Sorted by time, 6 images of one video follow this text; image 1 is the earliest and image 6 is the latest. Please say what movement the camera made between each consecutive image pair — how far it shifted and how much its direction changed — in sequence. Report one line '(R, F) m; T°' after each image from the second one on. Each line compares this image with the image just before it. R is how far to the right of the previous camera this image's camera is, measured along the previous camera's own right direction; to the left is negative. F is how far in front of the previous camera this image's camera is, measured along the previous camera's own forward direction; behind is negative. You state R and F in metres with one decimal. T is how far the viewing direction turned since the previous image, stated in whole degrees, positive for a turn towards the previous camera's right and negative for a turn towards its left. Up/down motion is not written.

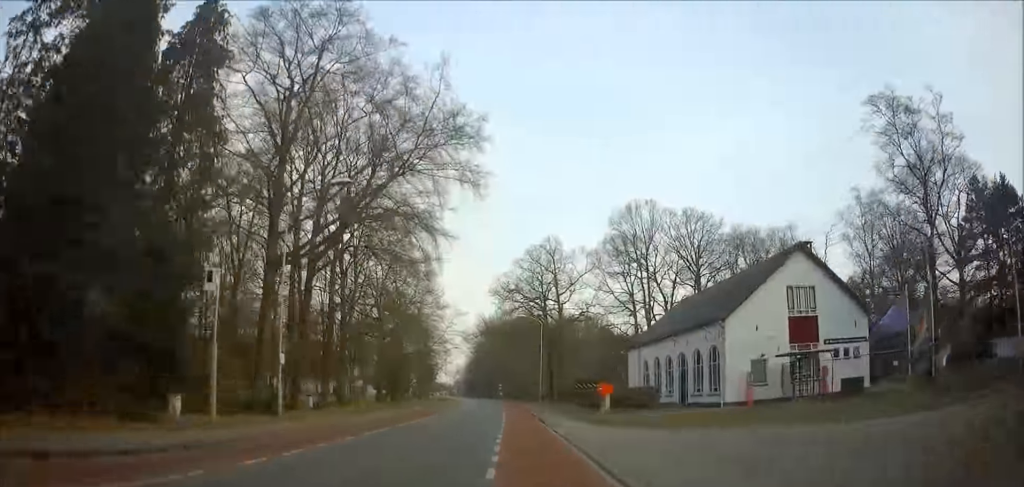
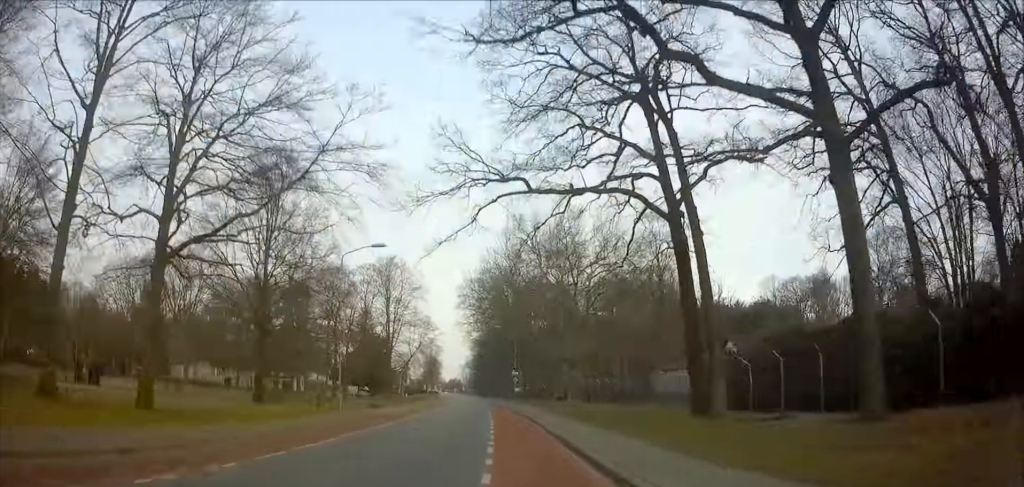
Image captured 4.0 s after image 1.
(-0.4, +61.3) m; 0°
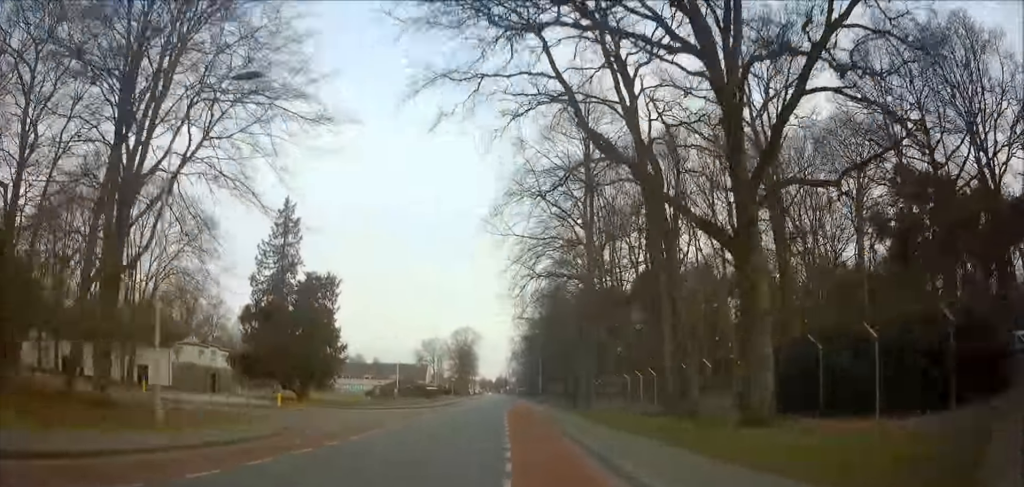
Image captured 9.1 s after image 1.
(0.0, +78.7) m; -1°
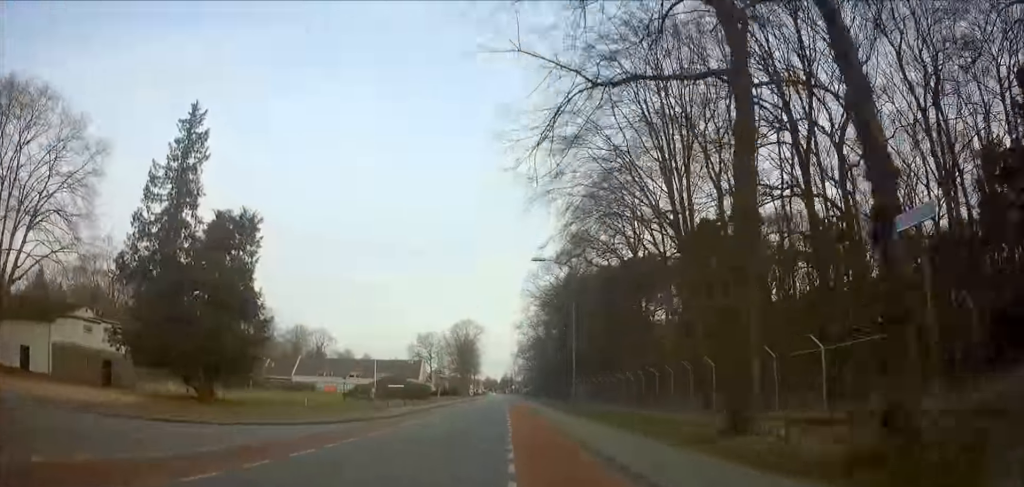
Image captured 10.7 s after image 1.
(0.0, +24.6) m; -2°
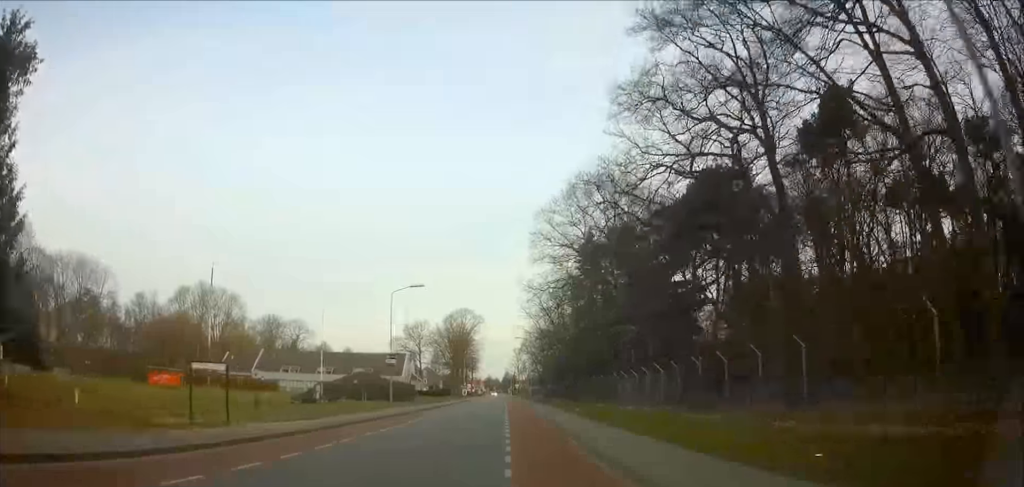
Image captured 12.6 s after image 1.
(-0.9, +28.8) m; -2°
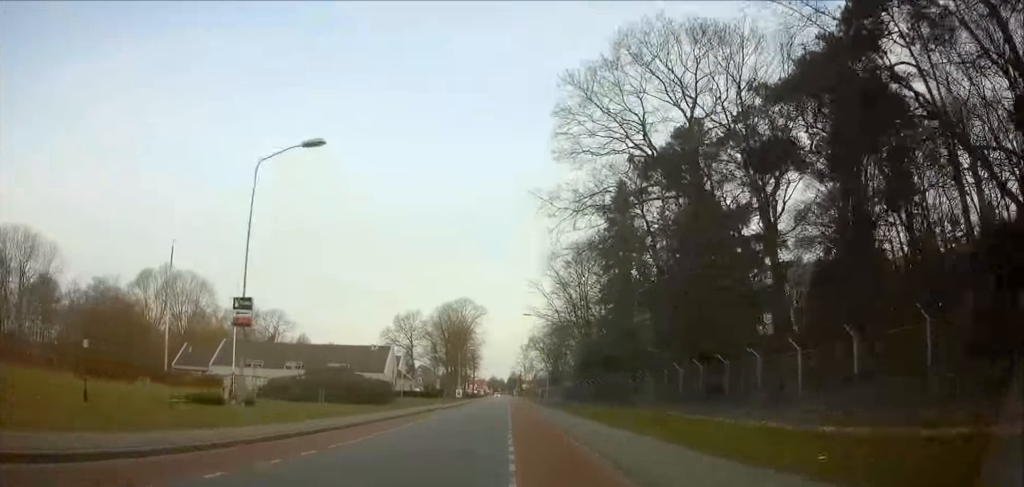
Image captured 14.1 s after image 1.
(-0.2, +23.7) m; 0°
